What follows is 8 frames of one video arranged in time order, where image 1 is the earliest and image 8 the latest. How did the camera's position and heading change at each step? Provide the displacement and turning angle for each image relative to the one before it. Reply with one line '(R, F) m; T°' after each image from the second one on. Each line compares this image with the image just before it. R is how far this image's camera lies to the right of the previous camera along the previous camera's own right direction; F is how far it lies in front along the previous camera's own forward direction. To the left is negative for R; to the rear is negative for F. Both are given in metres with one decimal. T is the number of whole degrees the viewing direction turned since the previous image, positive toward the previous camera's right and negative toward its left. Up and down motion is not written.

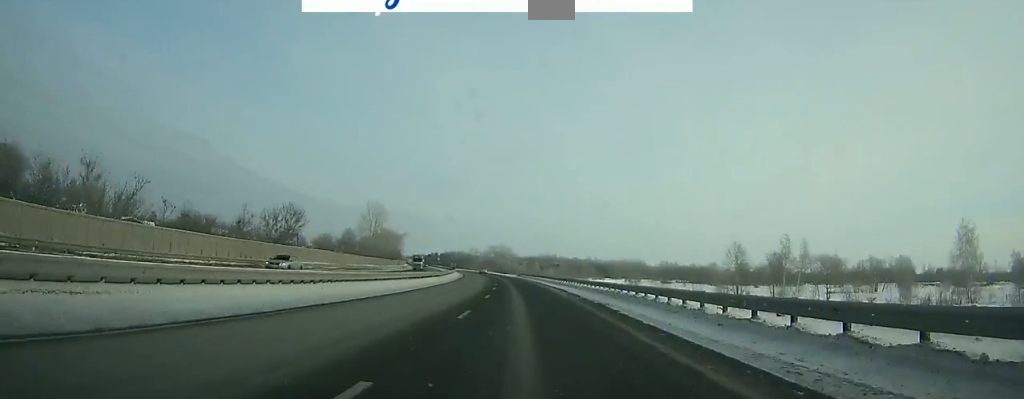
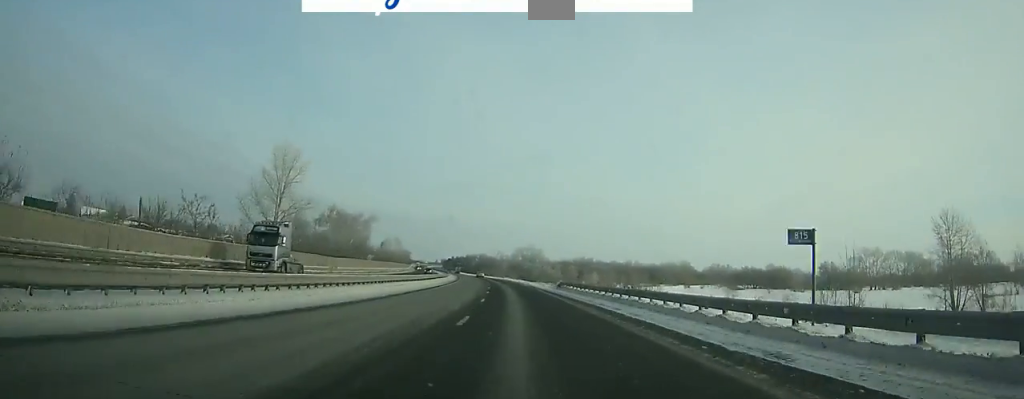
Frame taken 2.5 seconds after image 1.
(-1.6, +62.2) m; -3°
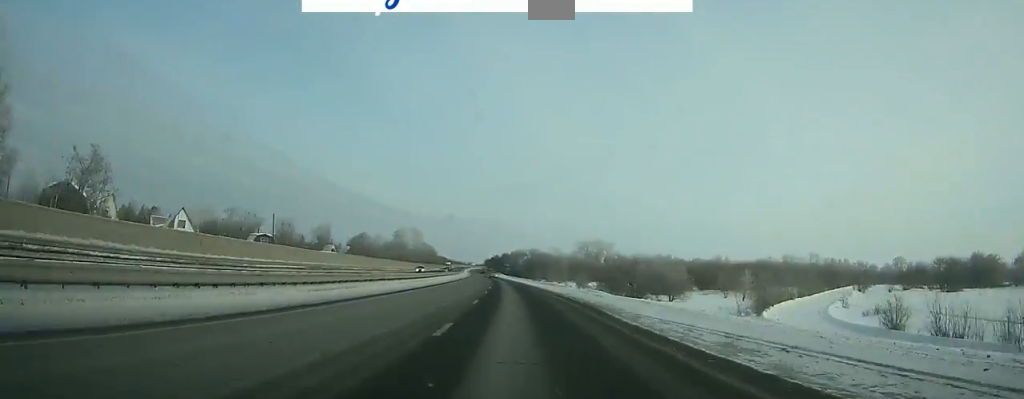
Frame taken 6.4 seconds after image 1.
(-4.1, +98.3) m; -5°
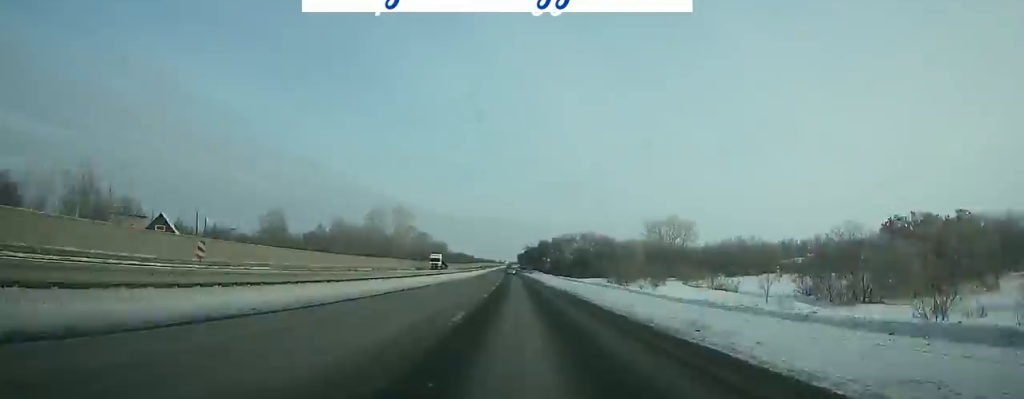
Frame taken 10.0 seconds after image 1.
(-2.3, +90.8) m; -3°
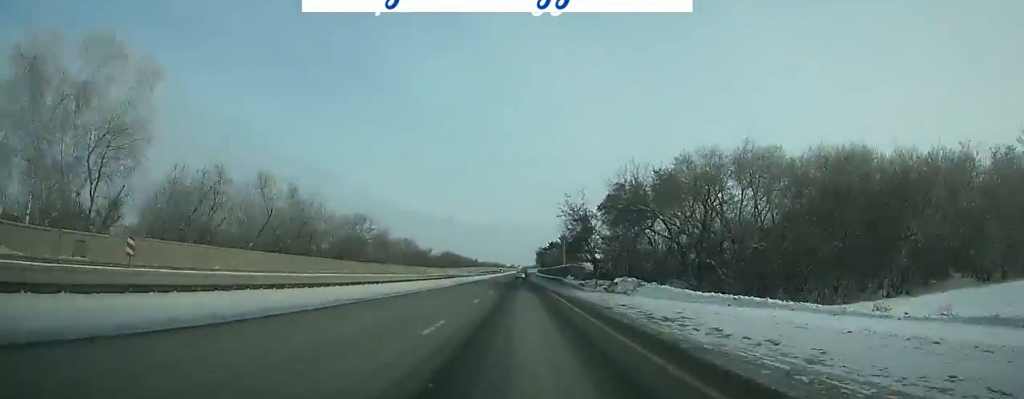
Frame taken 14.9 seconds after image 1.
(-2.1, +120.9) m; -1°
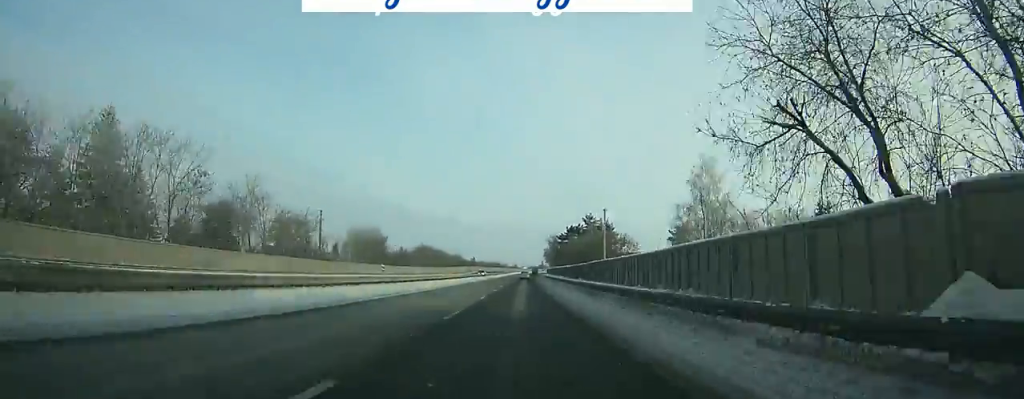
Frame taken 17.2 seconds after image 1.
(-0.1, +55.6) m; 0°
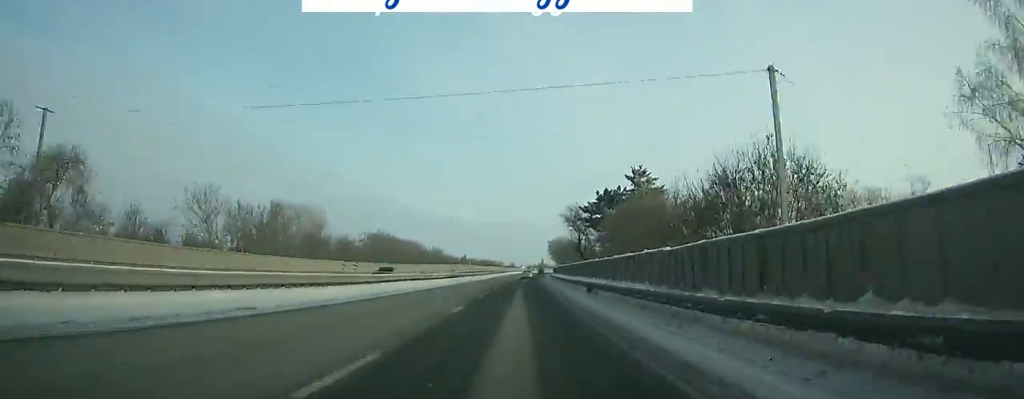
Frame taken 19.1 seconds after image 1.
(+0.1, +45.5) m; 0°
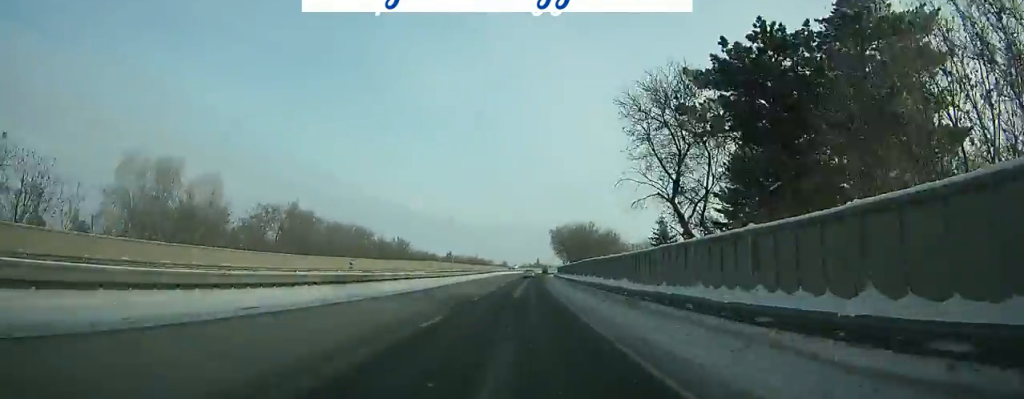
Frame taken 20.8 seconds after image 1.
(0.0, +40.1) m; 0°
